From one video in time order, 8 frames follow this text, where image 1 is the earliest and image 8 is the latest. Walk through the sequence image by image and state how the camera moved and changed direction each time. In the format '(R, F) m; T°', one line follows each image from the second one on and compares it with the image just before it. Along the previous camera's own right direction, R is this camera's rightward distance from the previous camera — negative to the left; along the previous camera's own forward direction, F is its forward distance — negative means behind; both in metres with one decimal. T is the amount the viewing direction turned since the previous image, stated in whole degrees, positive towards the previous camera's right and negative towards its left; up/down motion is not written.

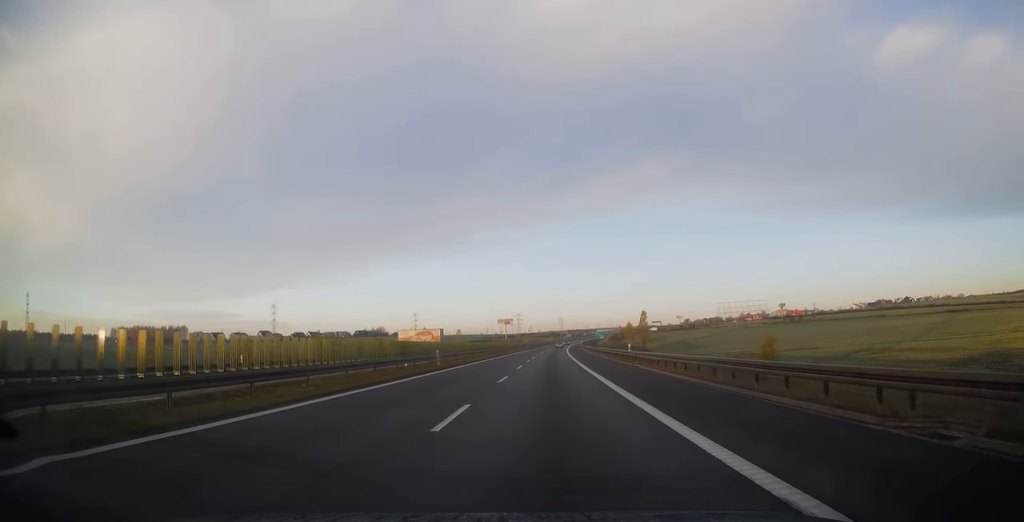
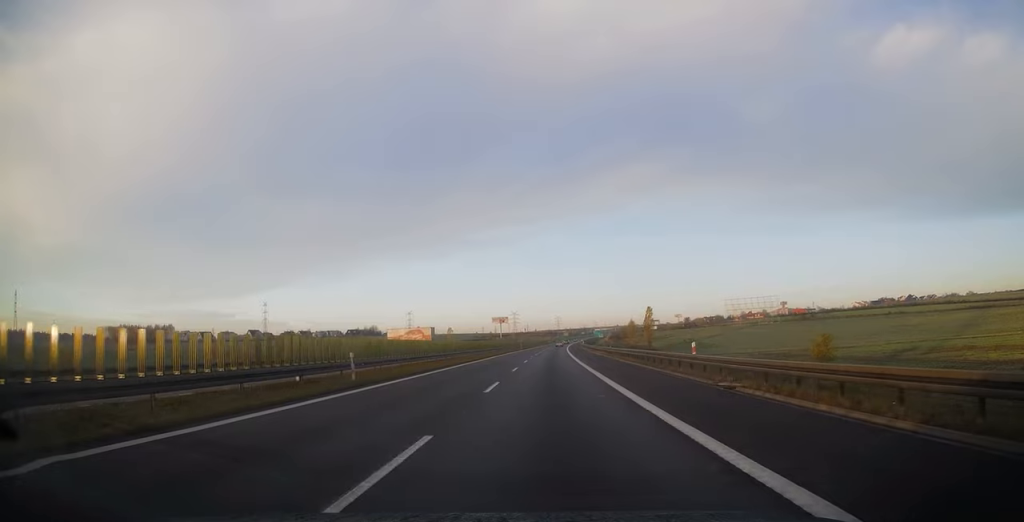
(+0.2, +16.6) m; +1°
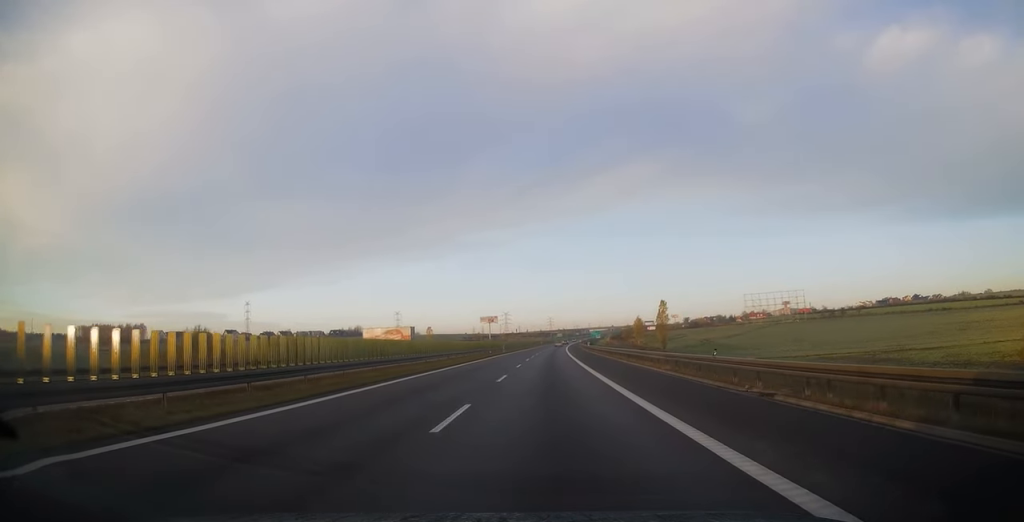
(+0.3, +31.4) m; +1°
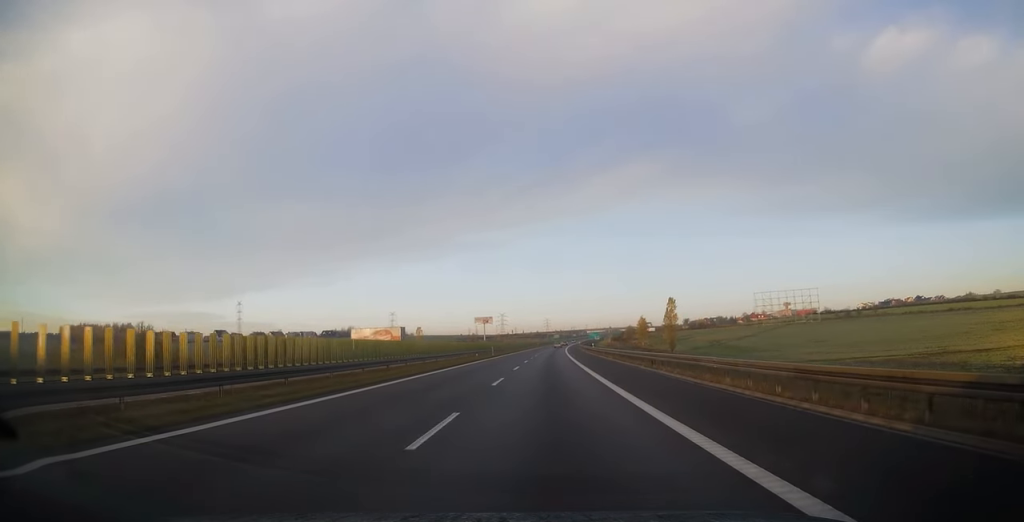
(0.0, +13.4) m; 0°
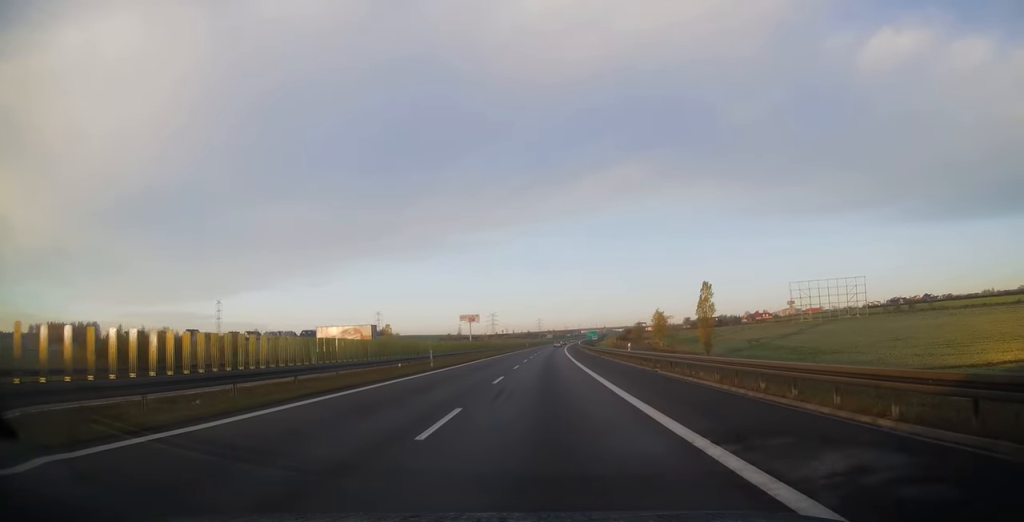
(0.0, +35.1) m; 0°
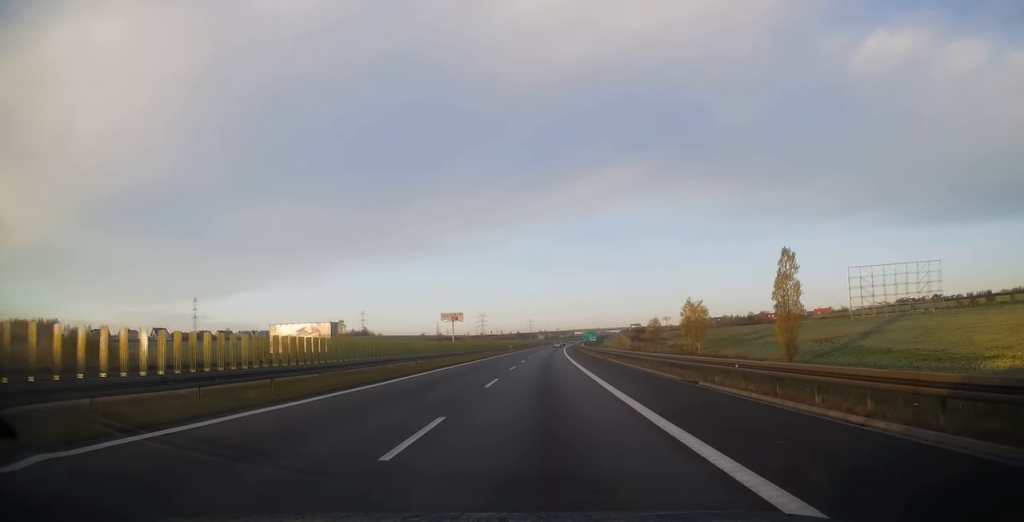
(+0.3, +37.4) m; +1°
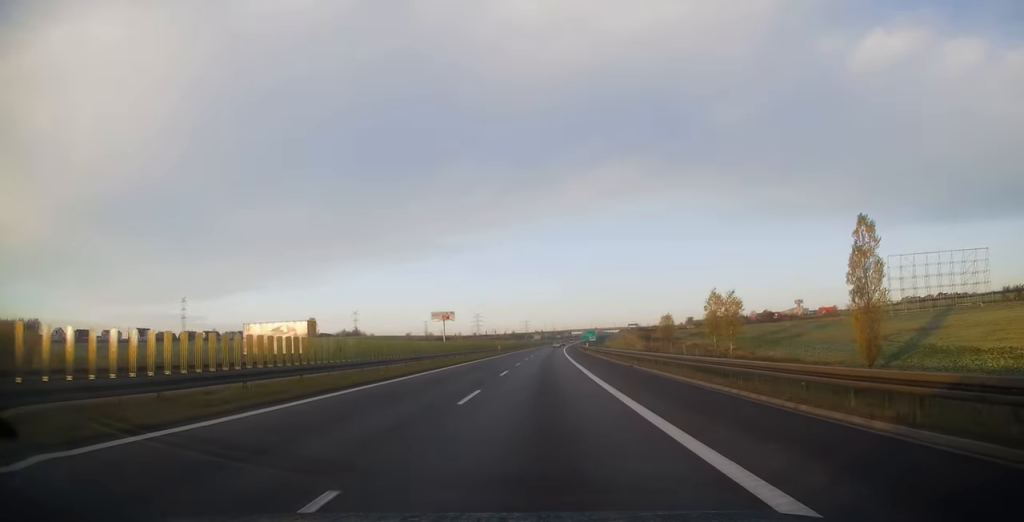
(+0.1, +17.5) m; 0°
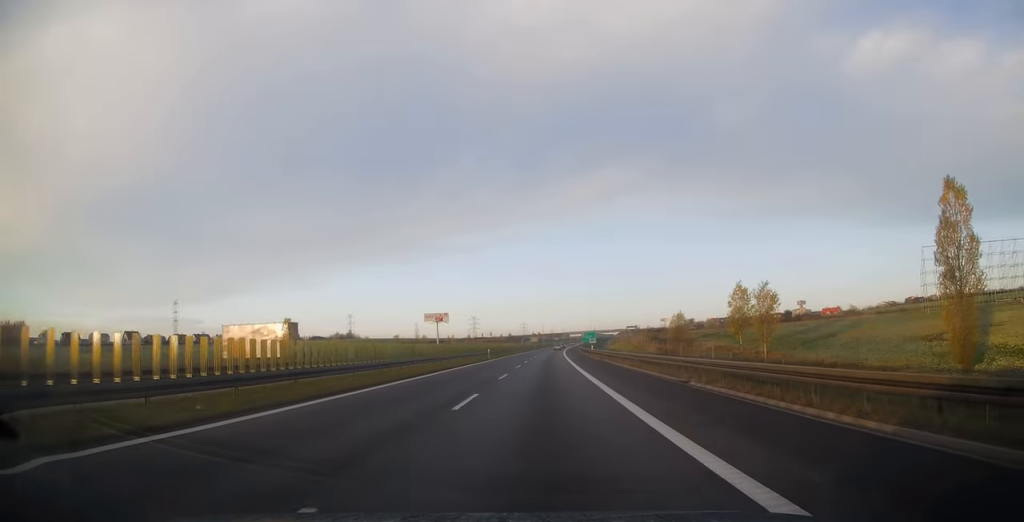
(0.0, +12.5) m; 0°
